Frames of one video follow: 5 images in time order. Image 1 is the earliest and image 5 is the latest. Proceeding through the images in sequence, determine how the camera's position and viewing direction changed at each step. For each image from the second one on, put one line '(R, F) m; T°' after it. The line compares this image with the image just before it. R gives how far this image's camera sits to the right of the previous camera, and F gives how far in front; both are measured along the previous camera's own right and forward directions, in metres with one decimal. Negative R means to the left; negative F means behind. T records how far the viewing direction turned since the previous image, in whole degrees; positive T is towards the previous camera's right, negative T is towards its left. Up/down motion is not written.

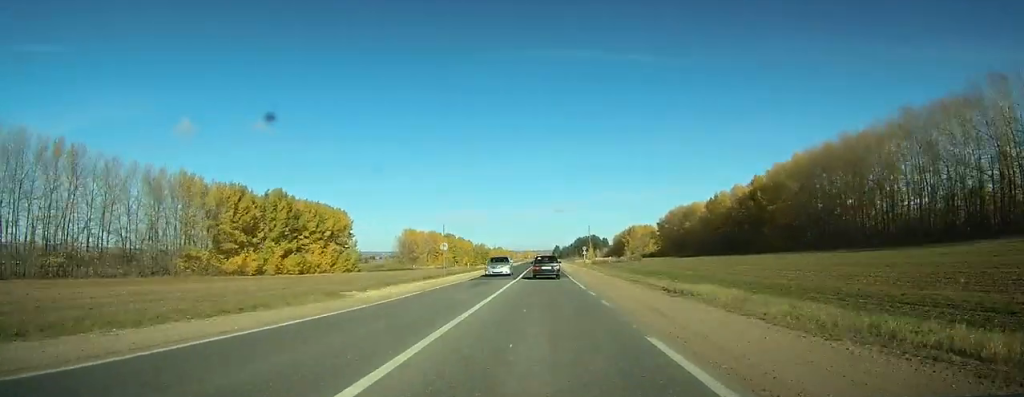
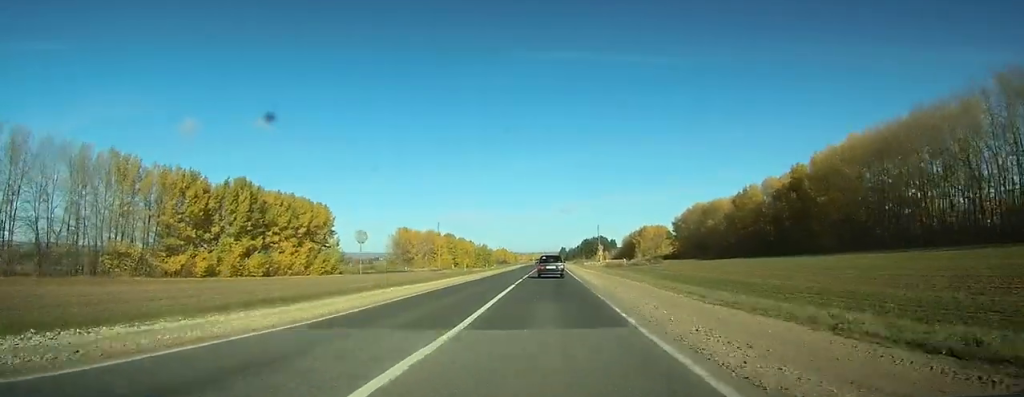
(+0.3, +24.0) m; 0°
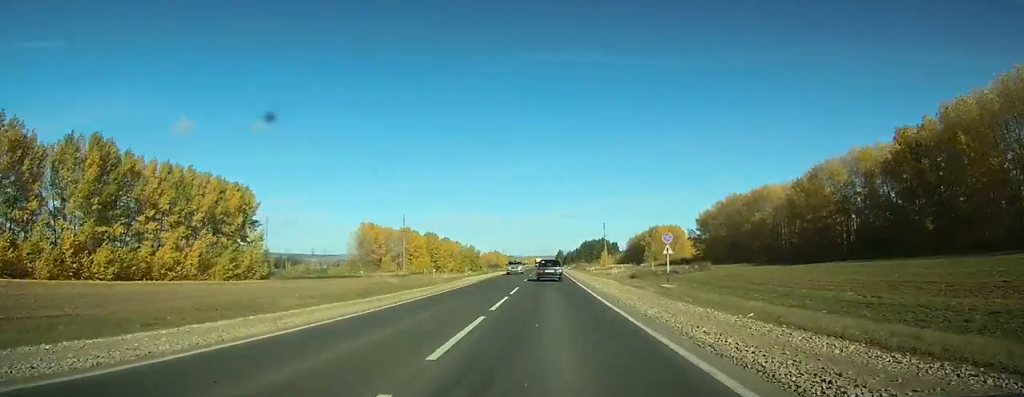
(0.0, +51.1) m; -3°
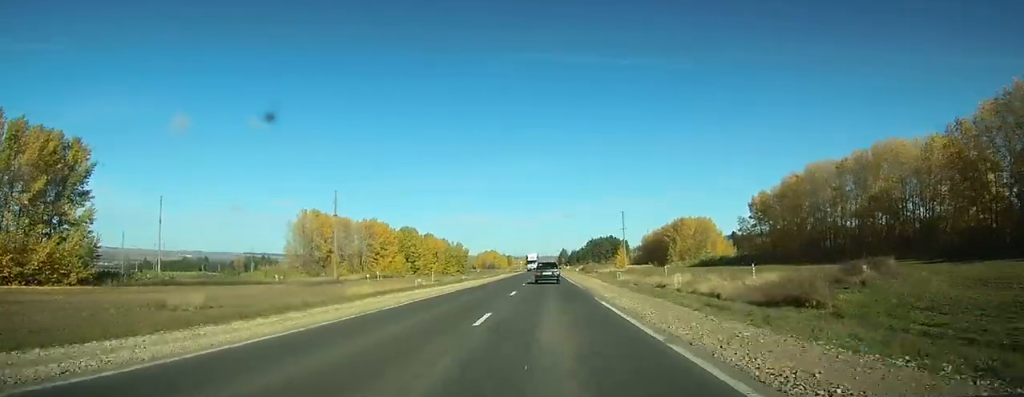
(-2.4, +64.3) m; 0°
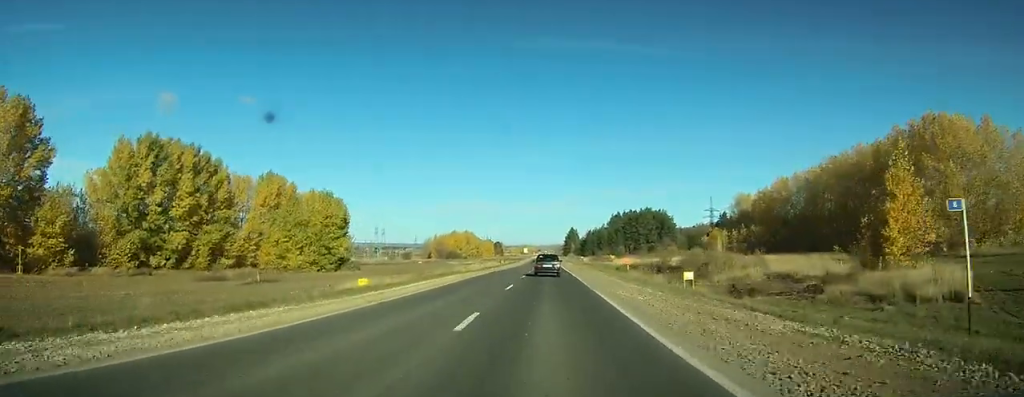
(+4.4, +198.7) m; +1°
